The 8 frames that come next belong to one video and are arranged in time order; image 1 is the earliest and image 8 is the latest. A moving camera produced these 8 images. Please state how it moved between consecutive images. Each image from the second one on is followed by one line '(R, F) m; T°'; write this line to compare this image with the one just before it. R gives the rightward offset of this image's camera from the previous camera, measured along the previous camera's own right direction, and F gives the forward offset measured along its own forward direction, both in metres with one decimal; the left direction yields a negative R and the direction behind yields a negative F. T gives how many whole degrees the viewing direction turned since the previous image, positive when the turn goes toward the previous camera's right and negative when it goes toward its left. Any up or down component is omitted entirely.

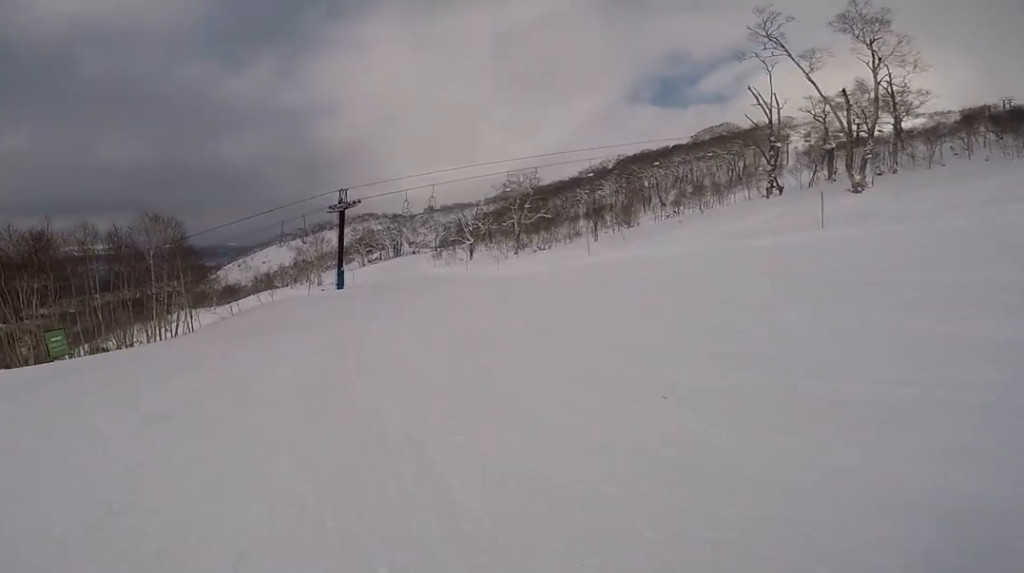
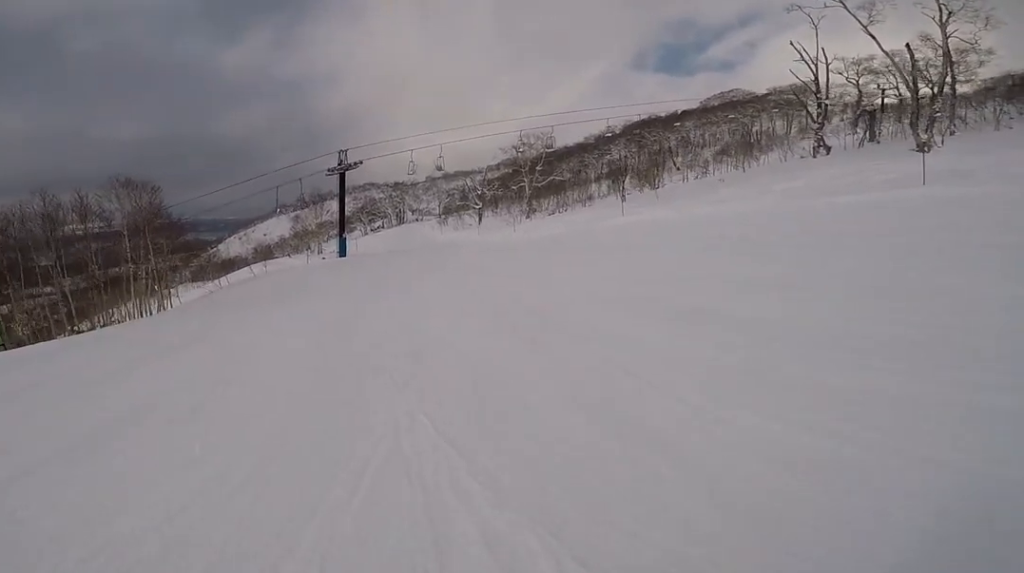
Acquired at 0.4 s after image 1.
(0.0, +2.6) m; +3°
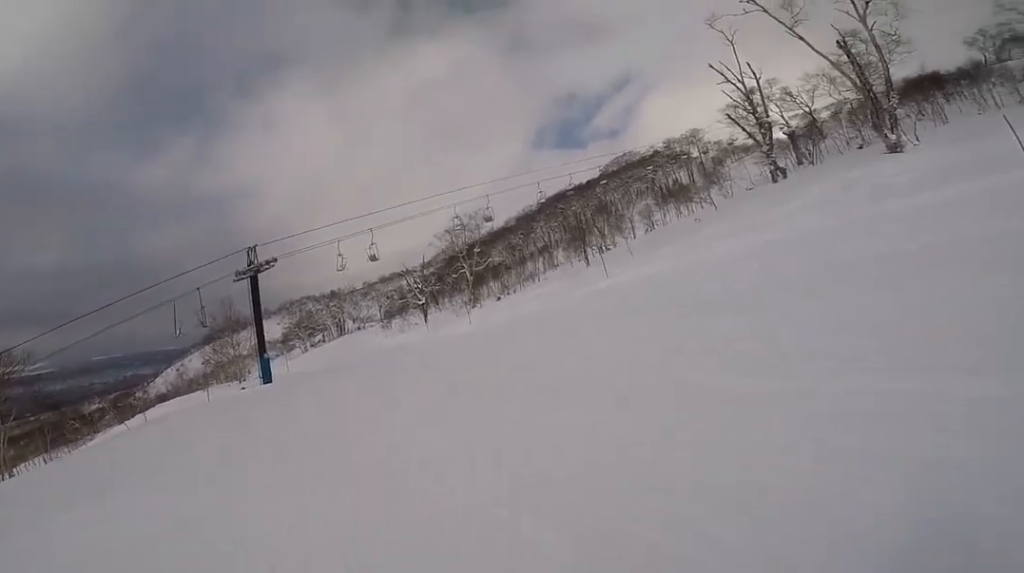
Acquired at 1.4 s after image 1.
(+0.4, +5.7) m; +8°
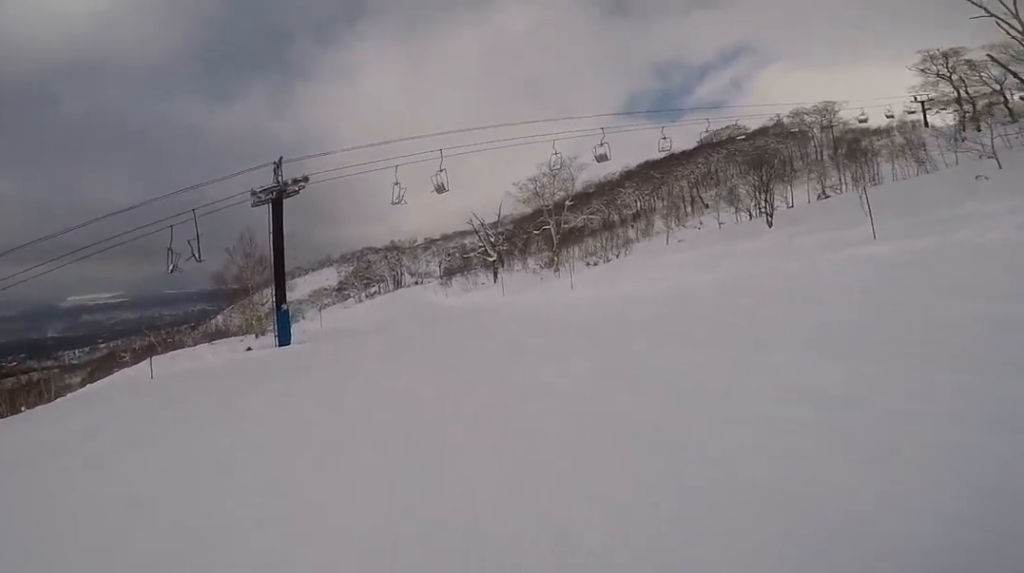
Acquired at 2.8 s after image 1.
(-0.1, +8.6) m; -2°
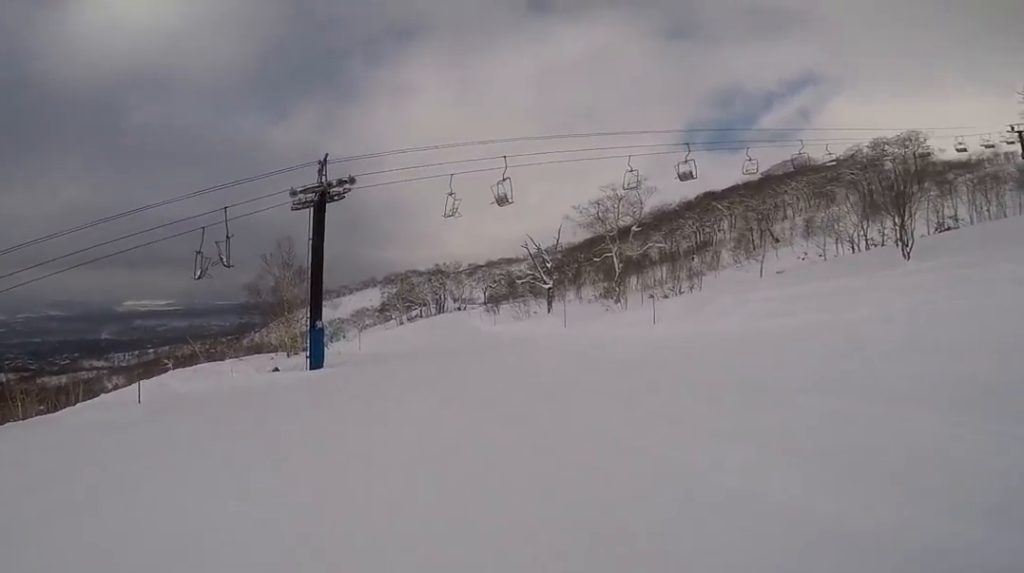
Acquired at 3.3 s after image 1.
(-0.5, +3.1) m; +1°
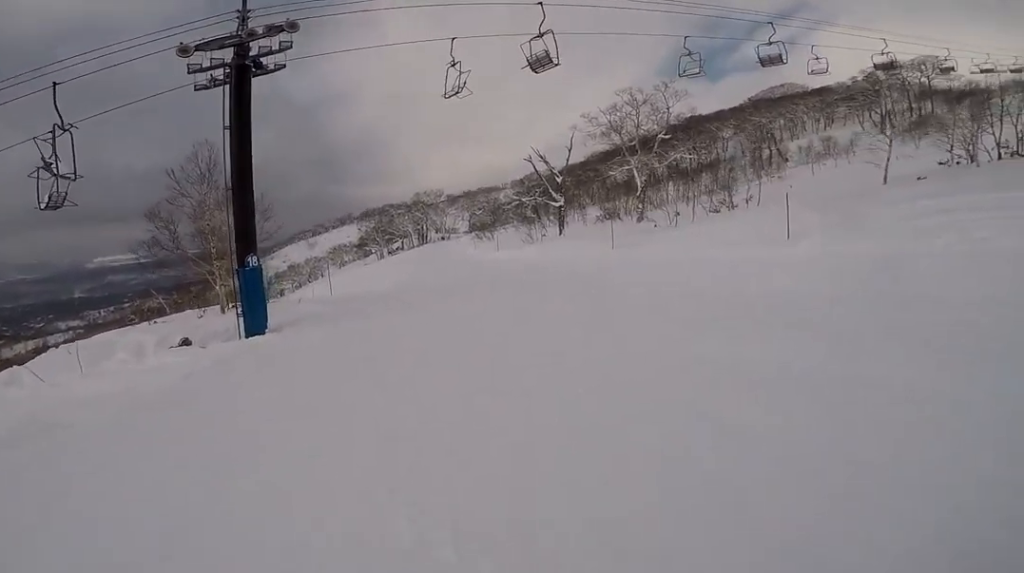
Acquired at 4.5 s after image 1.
(+0.9, +8.1) m; -3°
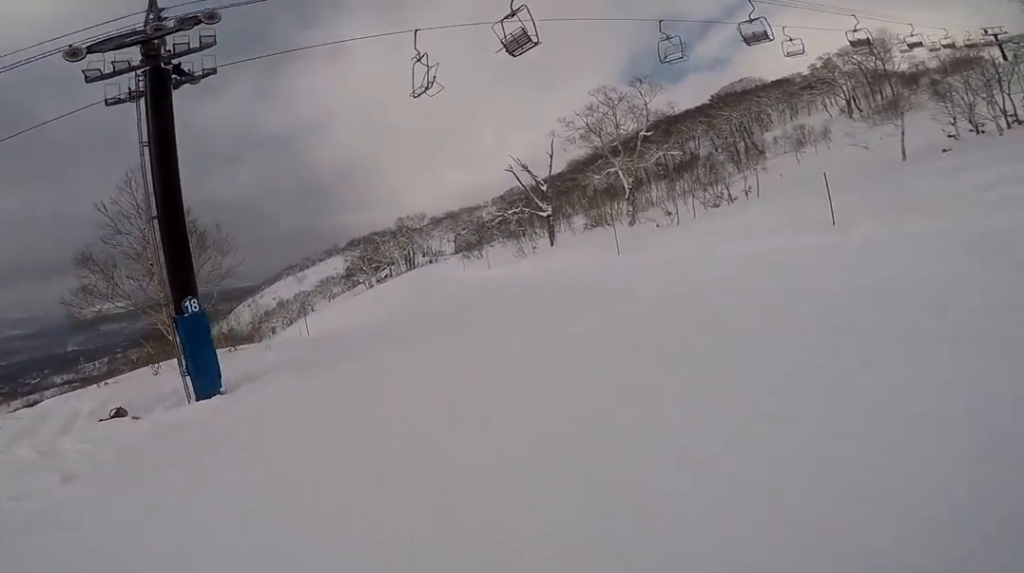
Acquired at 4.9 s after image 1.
(-0.4, +2.6) m; -4°
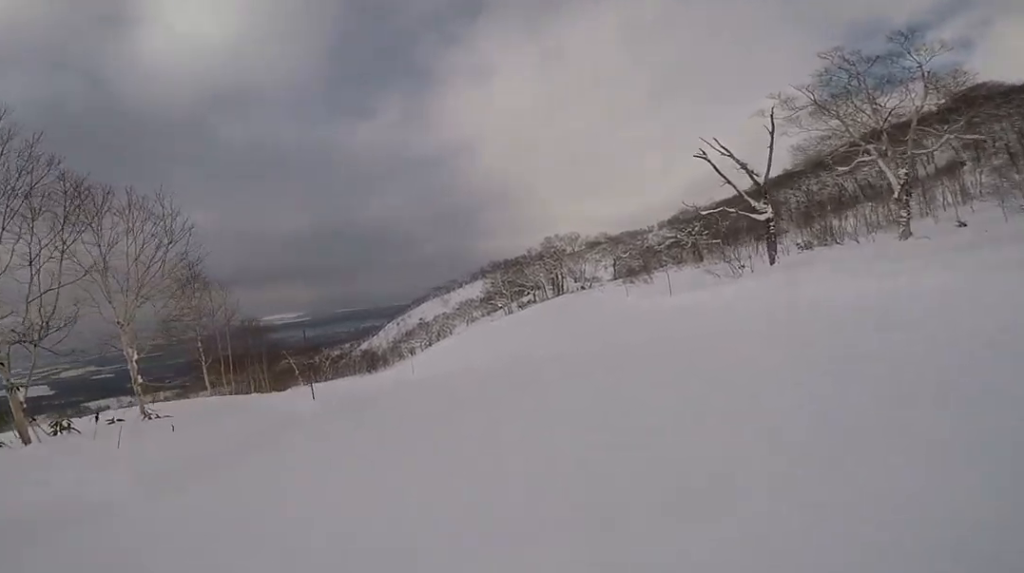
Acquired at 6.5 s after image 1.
(+0.1, +9.9) m; +8°
